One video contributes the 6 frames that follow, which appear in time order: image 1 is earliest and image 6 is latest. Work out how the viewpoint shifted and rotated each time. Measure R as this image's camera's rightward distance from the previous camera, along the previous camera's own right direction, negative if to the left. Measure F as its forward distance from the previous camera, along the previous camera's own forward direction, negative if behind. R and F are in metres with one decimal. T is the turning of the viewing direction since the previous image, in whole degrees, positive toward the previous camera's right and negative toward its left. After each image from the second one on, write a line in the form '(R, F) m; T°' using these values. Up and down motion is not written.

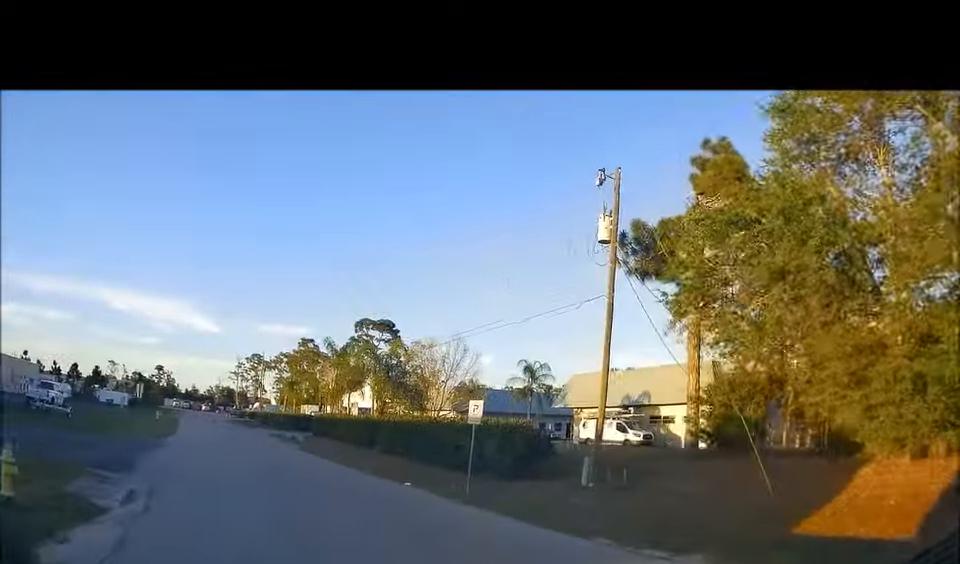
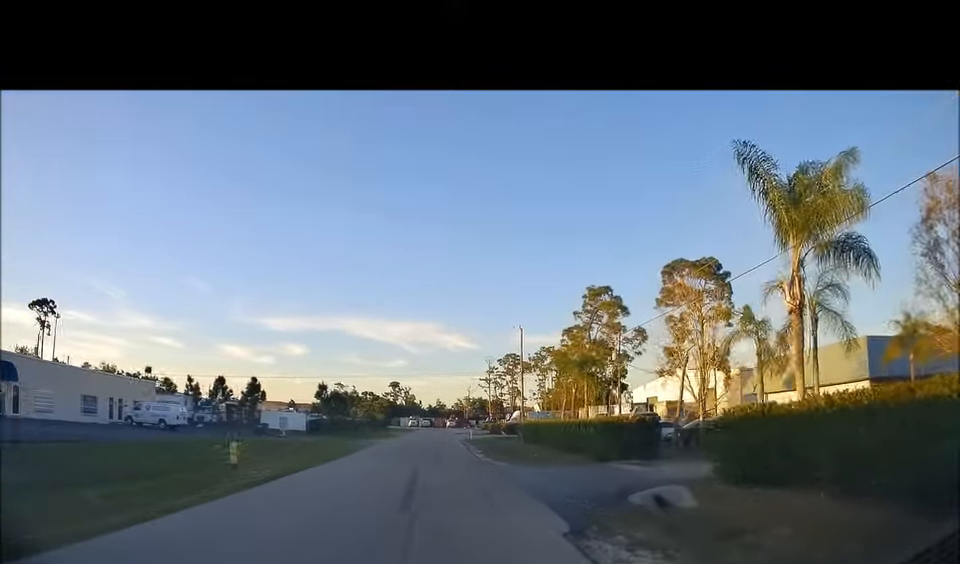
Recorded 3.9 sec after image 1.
(-5.4, +30.3) m; -19°
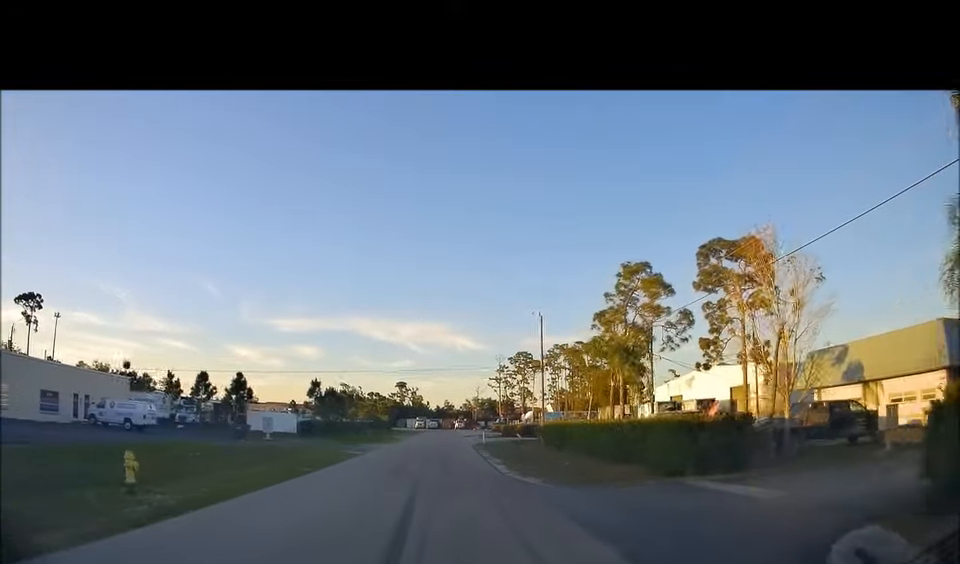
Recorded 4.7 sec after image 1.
(-0.3, +6.7) m; -3°
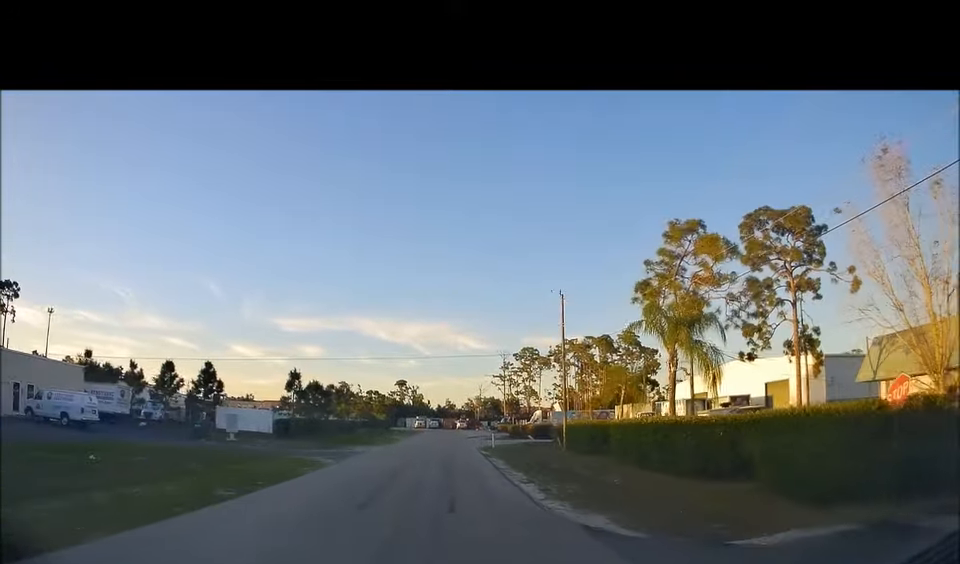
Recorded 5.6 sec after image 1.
(-0.2, +8.0) m; 0°
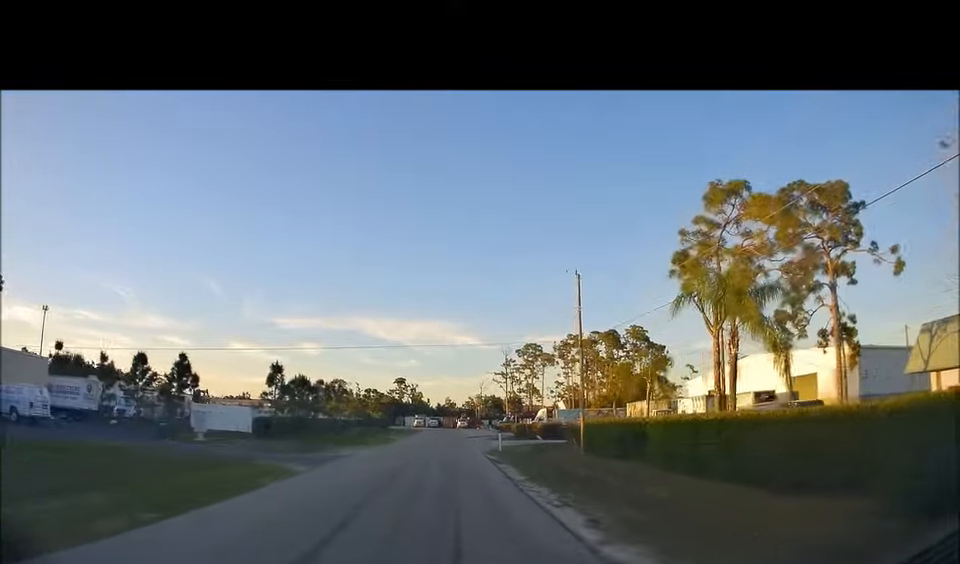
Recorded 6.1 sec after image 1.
(+0.3, +5.1) m; 0°
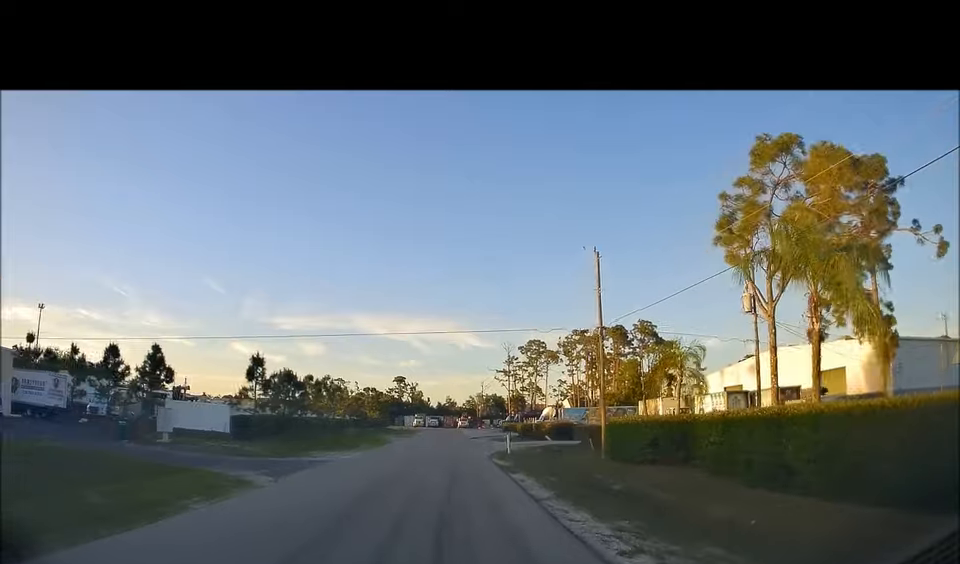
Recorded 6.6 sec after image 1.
(0.0, +4.5) m; 0°
